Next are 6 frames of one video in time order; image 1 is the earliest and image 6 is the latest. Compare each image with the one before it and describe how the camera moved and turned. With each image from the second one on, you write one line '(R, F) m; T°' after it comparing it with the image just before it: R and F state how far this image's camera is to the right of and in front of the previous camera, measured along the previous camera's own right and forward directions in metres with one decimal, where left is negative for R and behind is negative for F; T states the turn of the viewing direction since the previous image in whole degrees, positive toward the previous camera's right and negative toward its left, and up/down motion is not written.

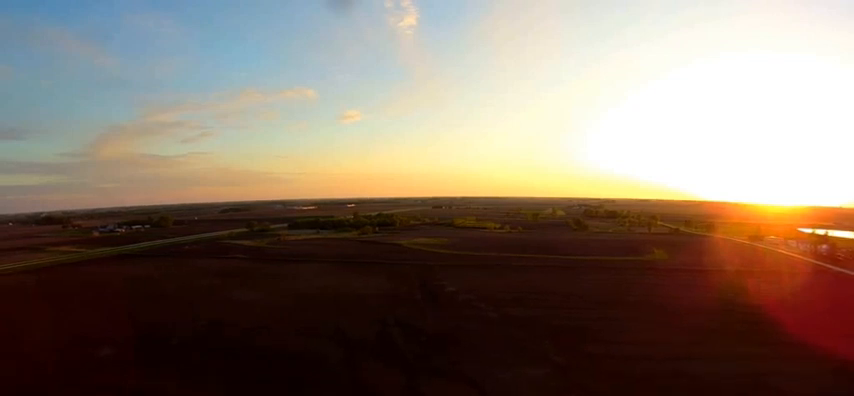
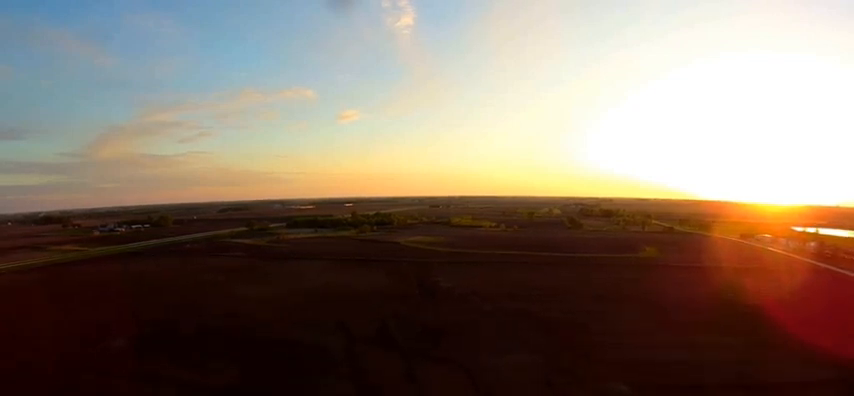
(+0.1, +12.4) m; +1°
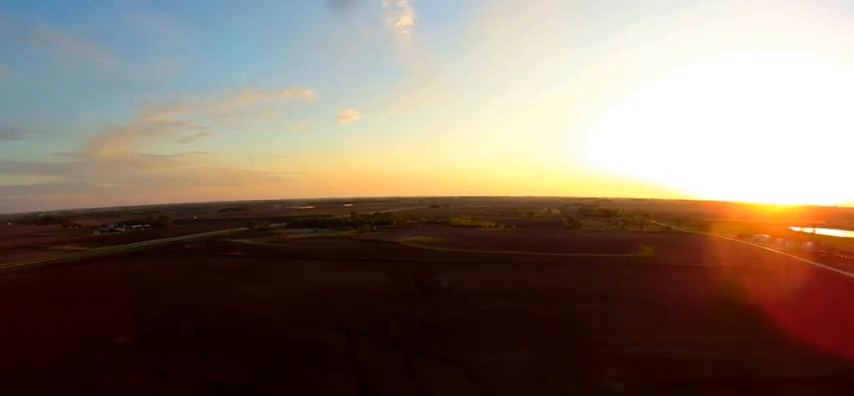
(0.0, +4.4) m; 0°
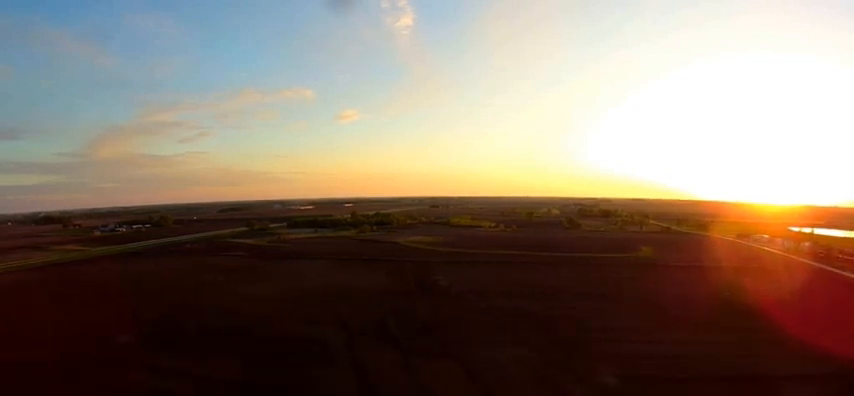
(0.0, +2.7) m; 0°
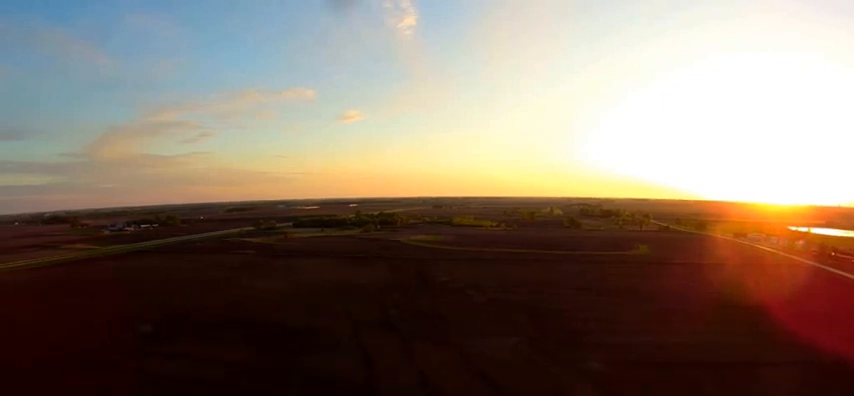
(+0.1, +15.9) m; +1°
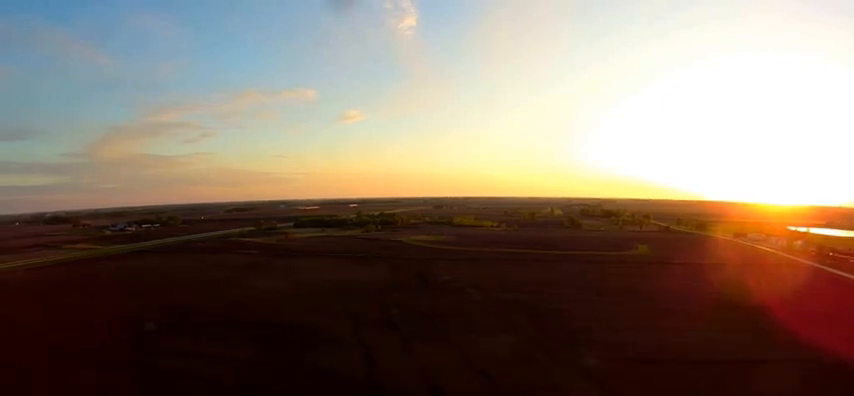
(0.0, +3.4) m; 0°
